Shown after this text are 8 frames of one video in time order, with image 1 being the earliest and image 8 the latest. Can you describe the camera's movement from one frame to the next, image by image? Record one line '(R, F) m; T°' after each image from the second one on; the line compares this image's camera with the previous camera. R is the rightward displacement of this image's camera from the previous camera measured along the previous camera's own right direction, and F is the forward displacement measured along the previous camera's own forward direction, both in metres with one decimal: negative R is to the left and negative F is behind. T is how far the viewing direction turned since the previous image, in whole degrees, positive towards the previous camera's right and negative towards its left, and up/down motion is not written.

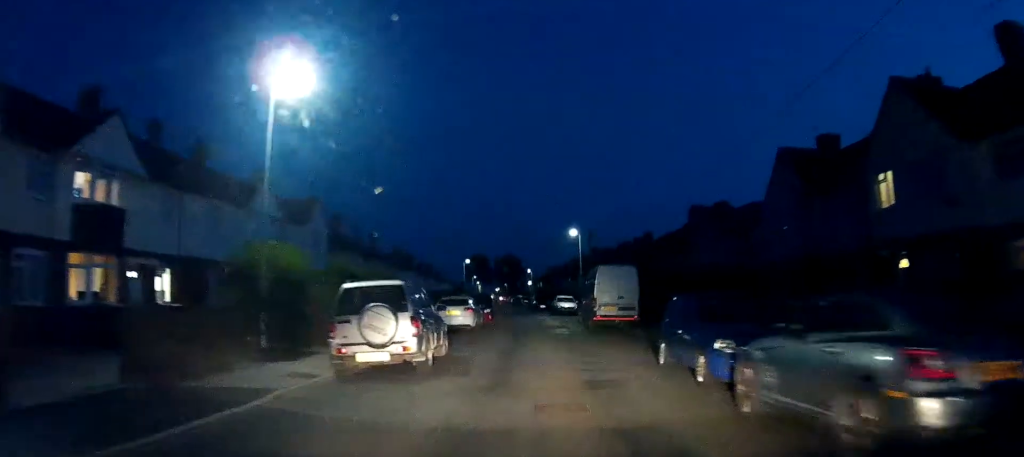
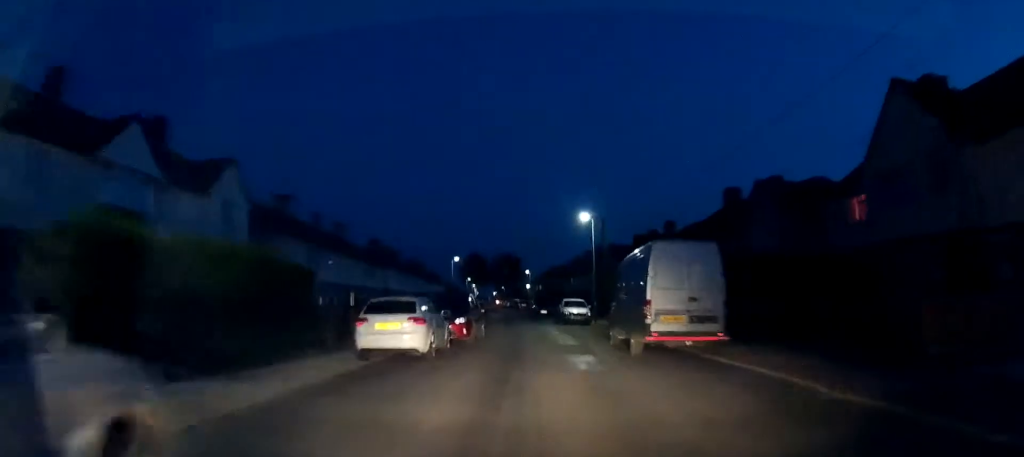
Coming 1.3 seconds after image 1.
(-0.2, +11.1) m; -1°
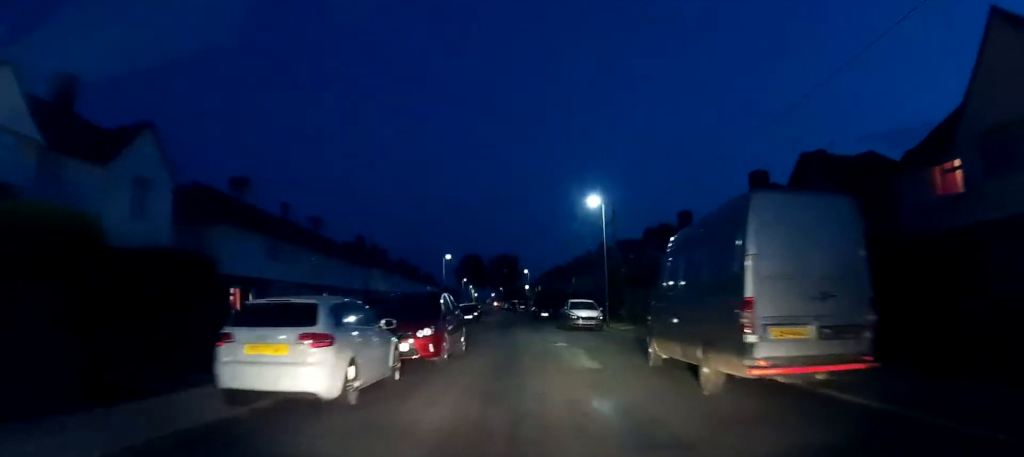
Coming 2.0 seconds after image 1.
(0.0, +6.3) m; +1°
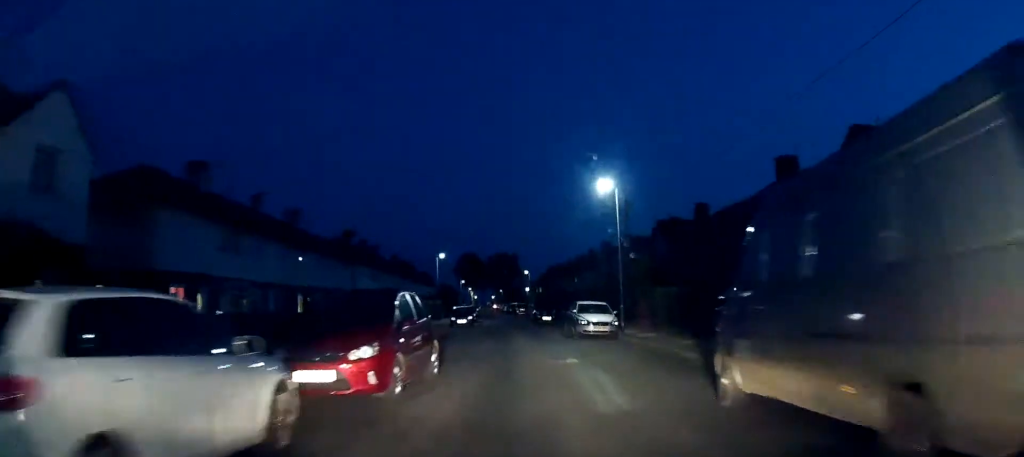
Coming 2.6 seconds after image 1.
(0.0, +4.8) m; +1°
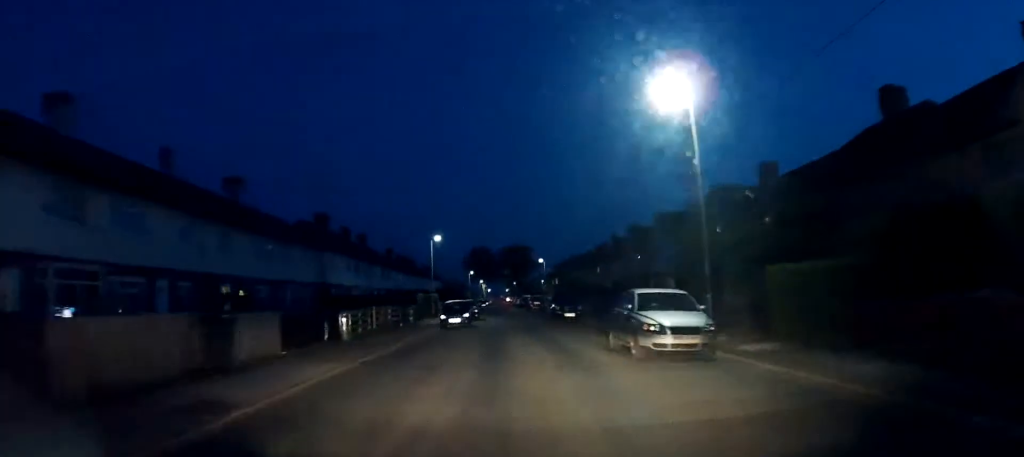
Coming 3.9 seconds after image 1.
(+0.1, +11.6) m; -1°
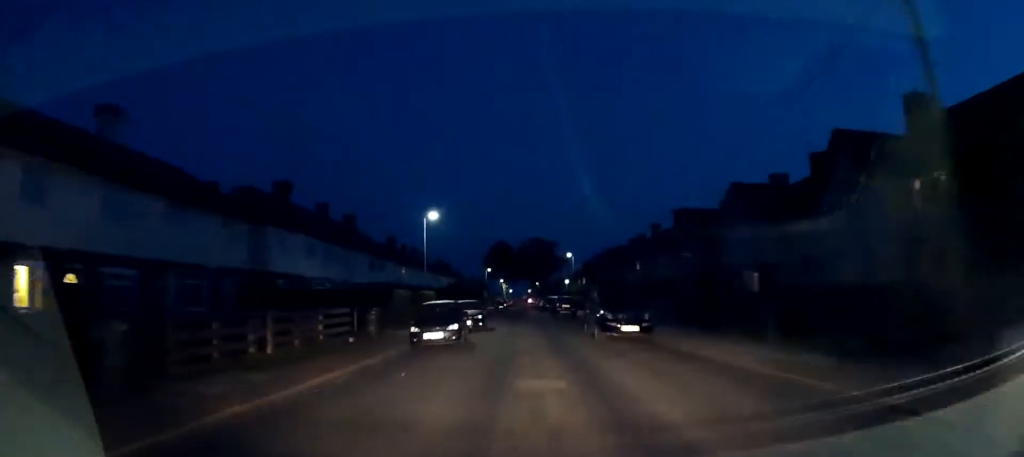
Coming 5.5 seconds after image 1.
(-0.5, +13.8) m; -3°
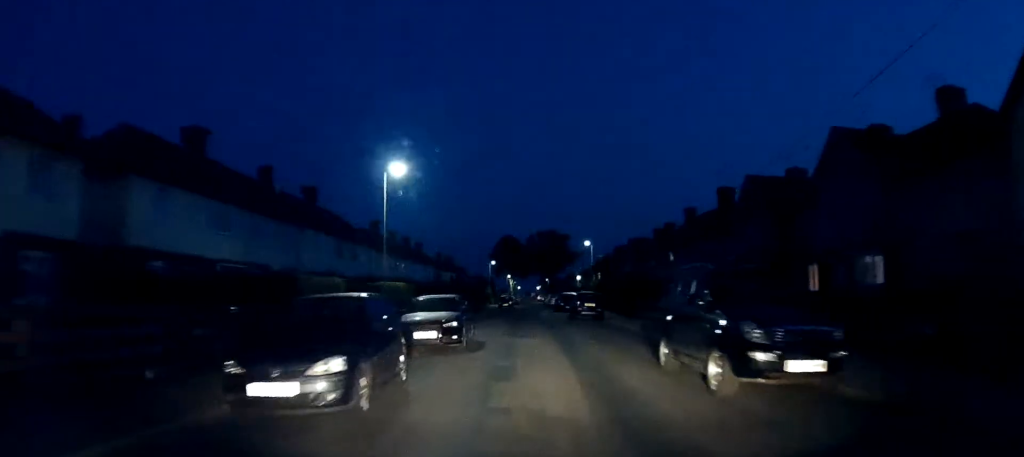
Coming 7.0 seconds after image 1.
(+0.2, +12.1) m; +1°
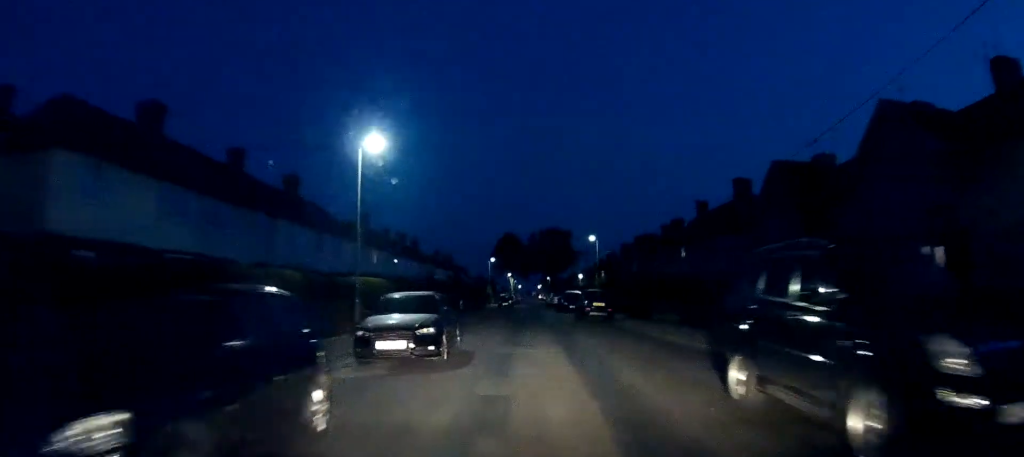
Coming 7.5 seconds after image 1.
(0.0, +3.8) m; 0°
